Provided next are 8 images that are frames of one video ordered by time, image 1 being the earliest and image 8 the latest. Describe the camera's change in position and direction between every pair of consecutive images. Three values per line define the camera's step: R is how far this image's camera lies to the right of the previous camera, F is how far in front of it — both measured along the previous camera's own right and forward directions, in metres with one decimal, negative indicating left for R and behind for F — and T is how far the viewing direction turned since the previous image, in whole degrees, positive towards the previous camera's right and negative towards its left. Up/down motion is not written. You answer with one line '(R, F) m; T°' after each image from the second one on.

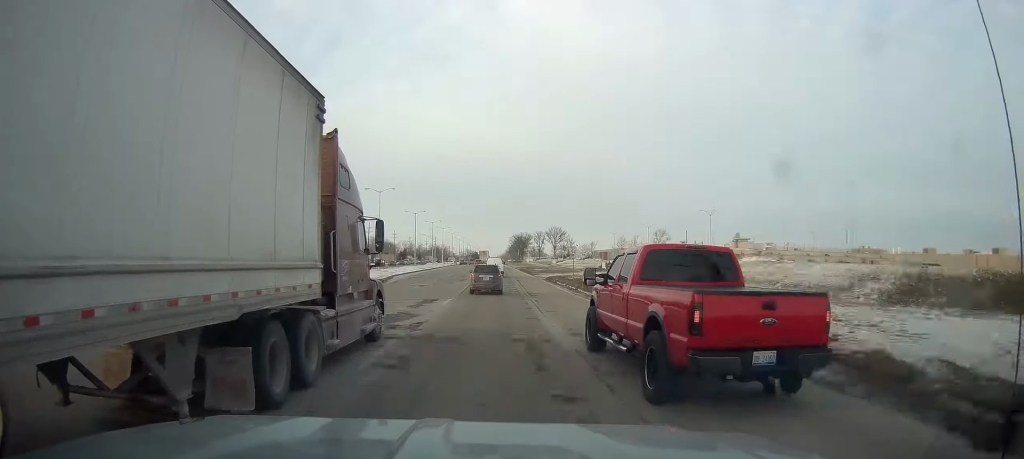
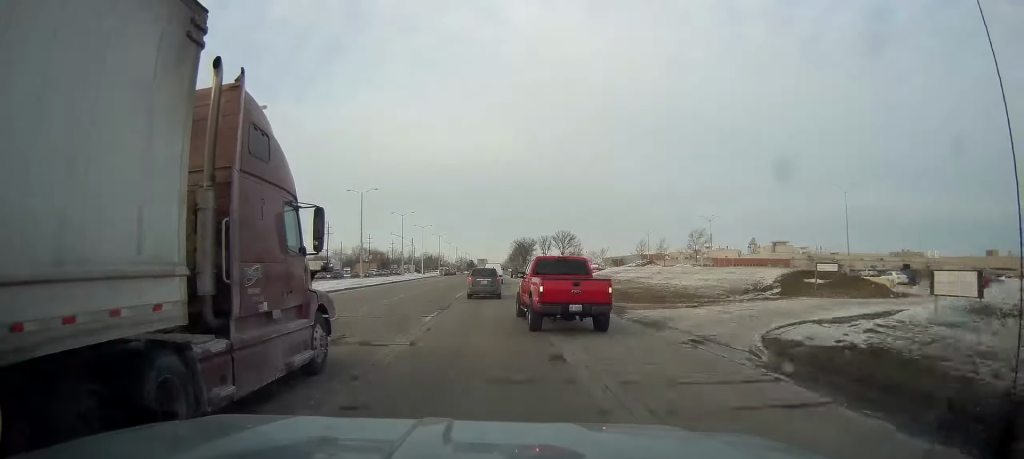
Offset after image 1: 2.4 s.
(-1.7, +51.5) m; -2°
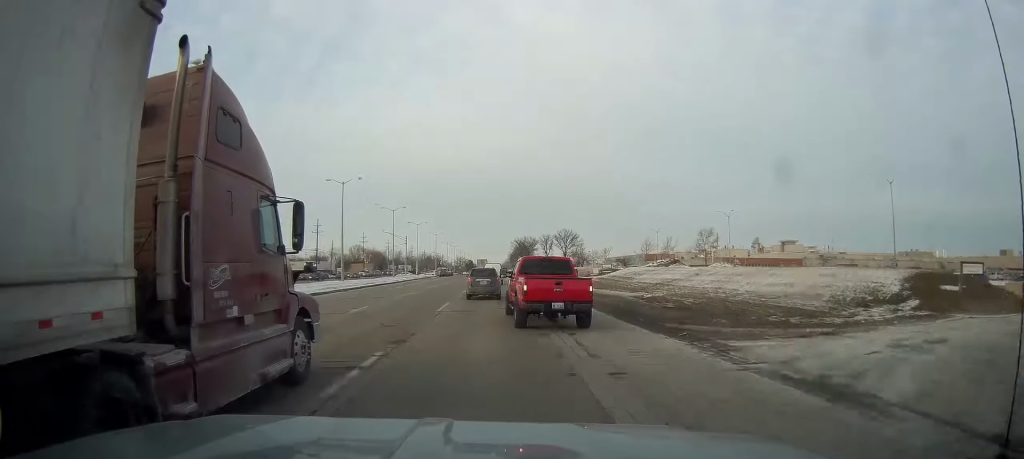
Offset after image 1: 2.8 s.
(0.0, +10.0) m; +1°
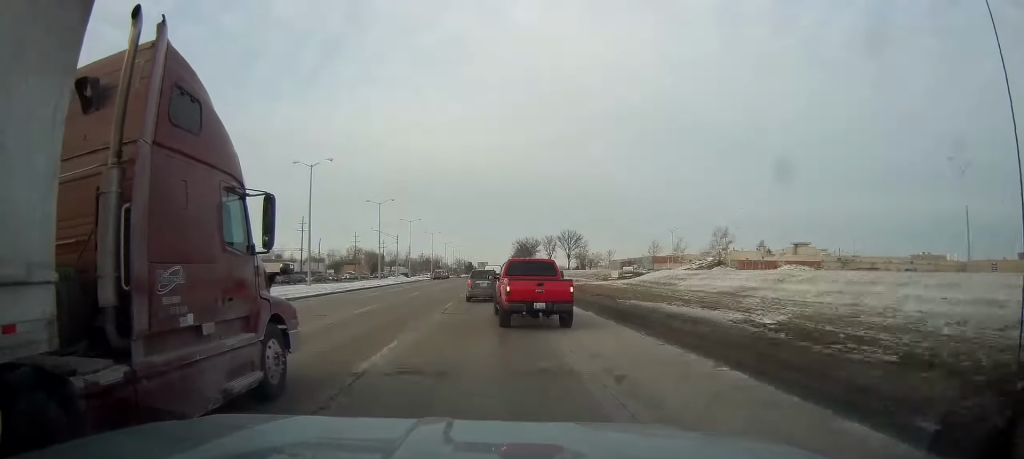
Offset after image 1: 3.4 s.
(+0.4, +12.7) m; 0°
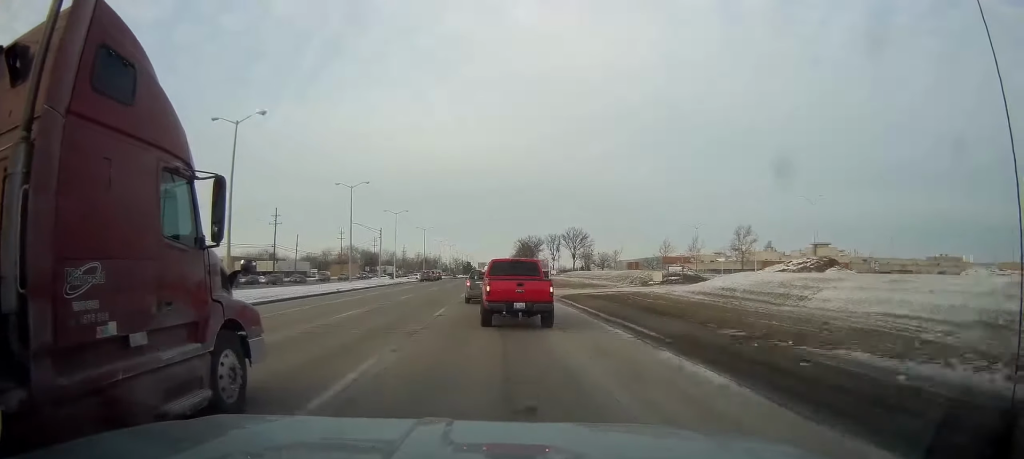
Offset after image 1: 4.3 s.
(-0.3, +17.7) m; 0°
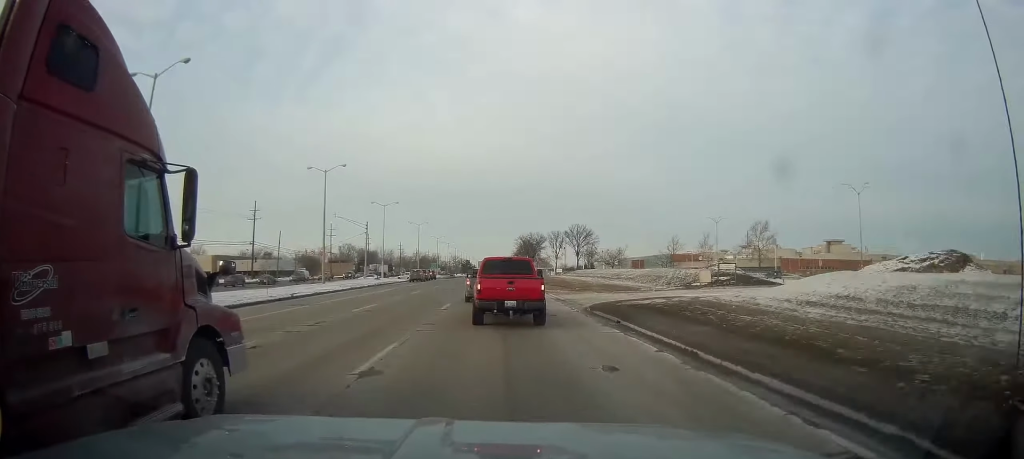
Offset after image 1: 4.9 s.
(-0.1, +11.3) m; 0°
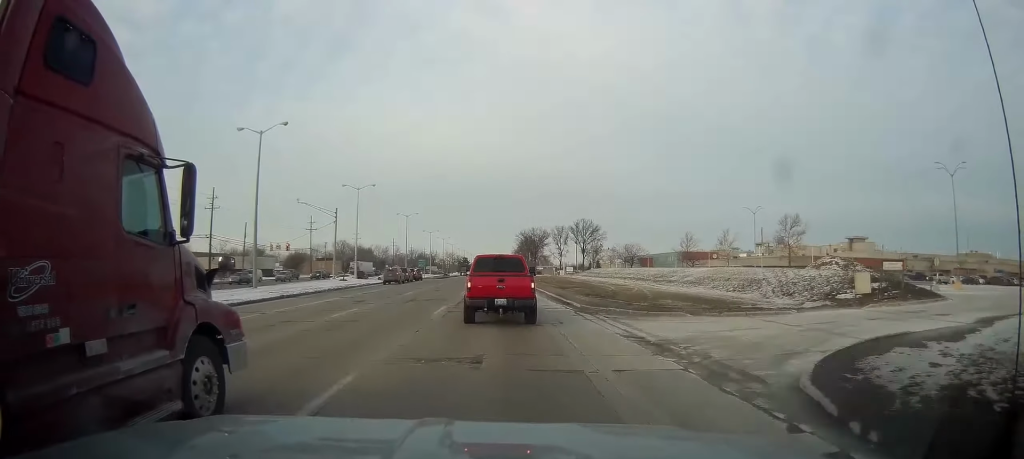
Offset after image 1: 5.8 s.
(+0.5, +17.8) m; +1°
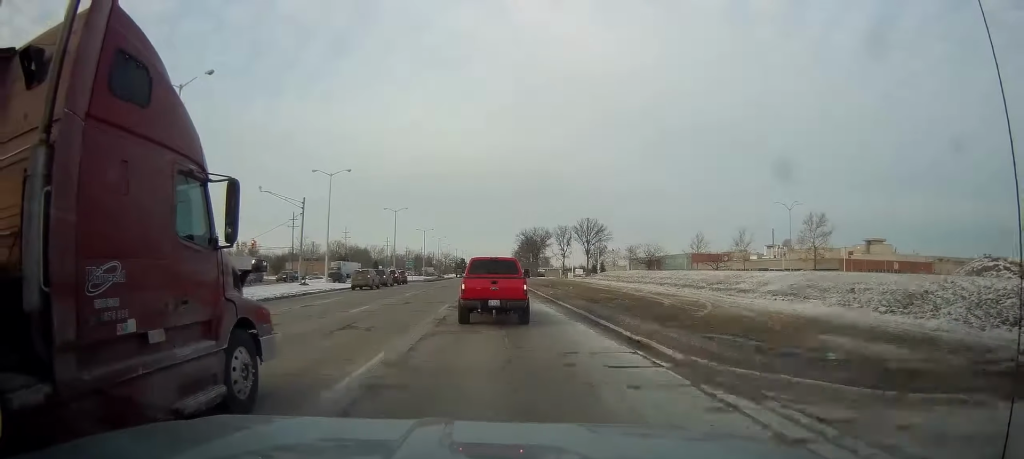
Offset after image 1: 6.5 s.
(+0.1, +13.3) m; -2°
